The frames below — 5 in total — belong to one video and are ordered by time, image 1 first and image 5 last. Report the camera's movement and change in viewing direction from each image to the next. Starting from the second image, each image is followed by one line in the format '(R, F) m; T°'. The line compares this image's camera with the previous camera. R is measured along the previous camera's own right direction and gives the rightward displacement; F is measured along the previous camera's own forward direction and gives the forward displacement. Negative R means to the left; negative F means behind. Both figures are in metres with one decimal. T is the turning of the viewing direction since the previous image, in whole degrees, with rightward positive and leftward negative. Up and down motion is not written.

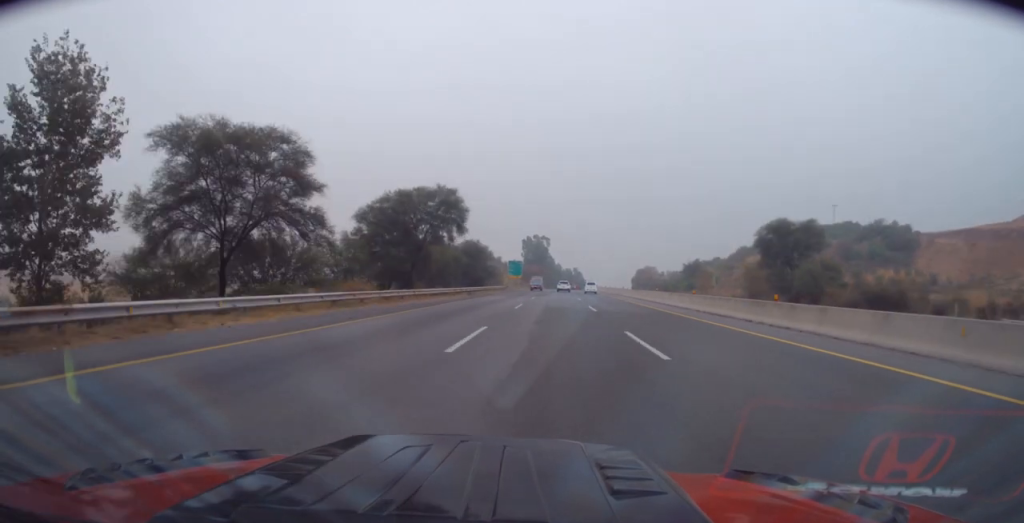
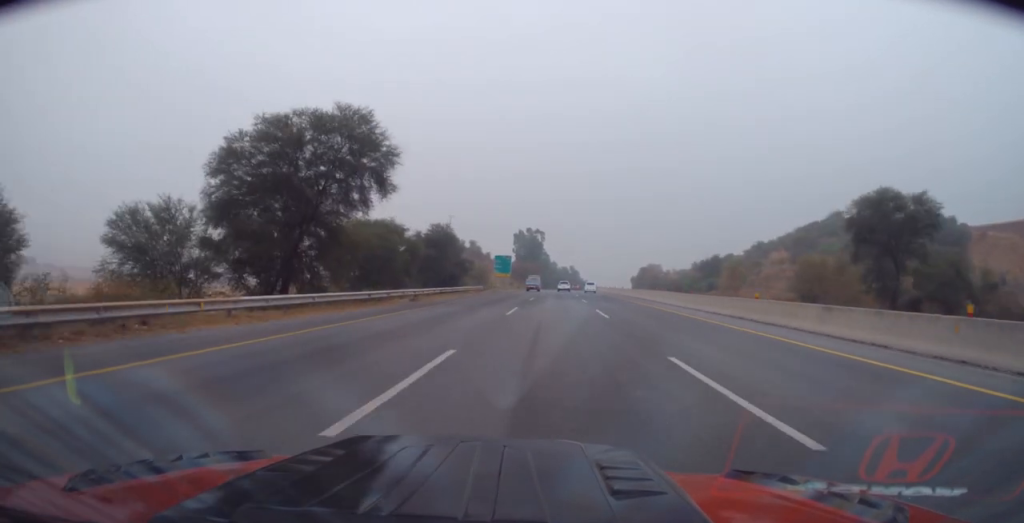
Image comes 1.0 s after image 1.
(+0.1, +23.9) m; 0°
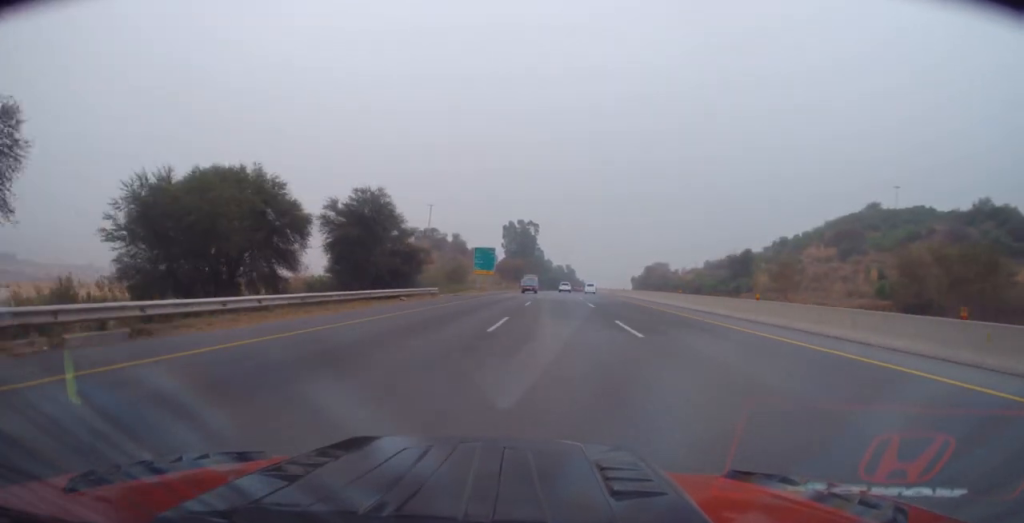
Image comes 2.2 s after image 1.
(-0.1, +25.9) m; 0°
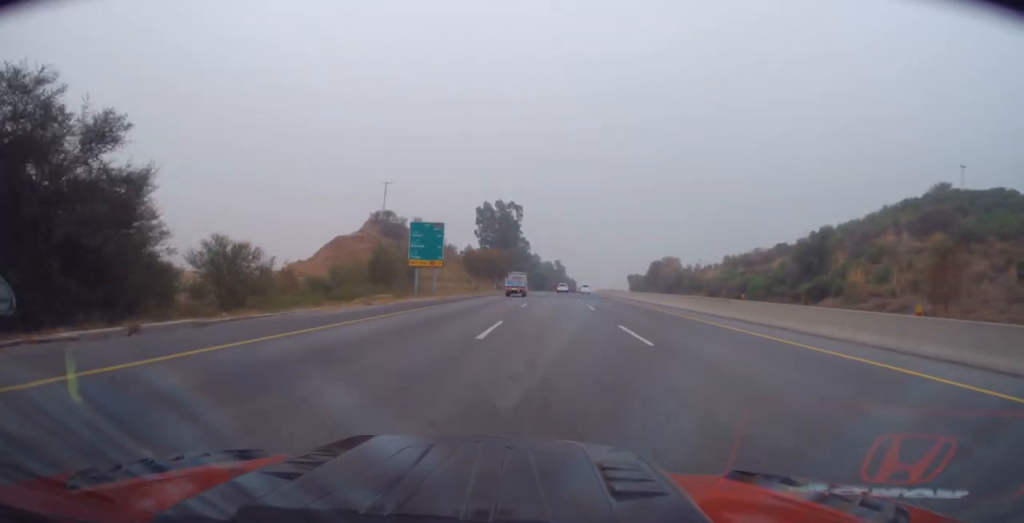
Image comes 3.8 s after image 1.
(+0.1, +37.8) m; +2°
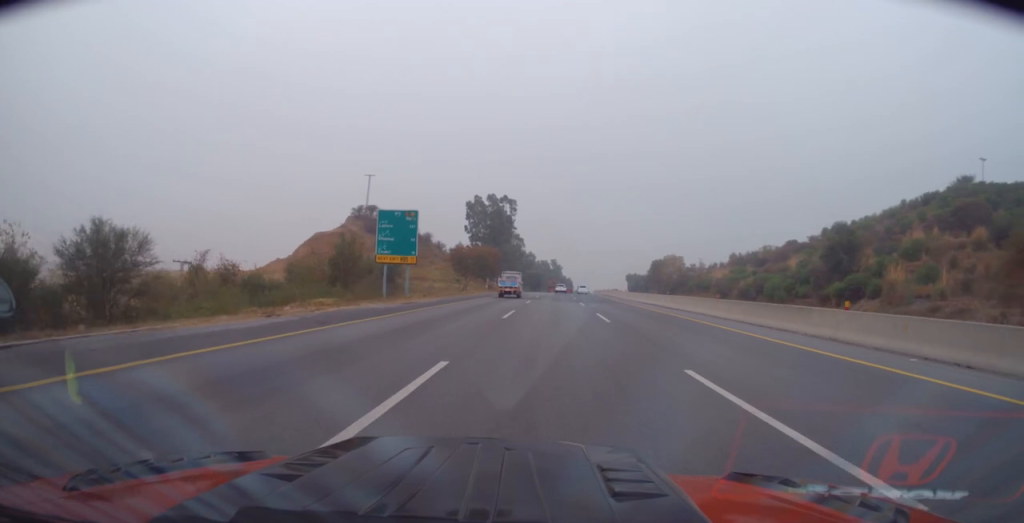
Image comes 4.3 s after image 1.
(+0.2, +9.8) m; +1°
